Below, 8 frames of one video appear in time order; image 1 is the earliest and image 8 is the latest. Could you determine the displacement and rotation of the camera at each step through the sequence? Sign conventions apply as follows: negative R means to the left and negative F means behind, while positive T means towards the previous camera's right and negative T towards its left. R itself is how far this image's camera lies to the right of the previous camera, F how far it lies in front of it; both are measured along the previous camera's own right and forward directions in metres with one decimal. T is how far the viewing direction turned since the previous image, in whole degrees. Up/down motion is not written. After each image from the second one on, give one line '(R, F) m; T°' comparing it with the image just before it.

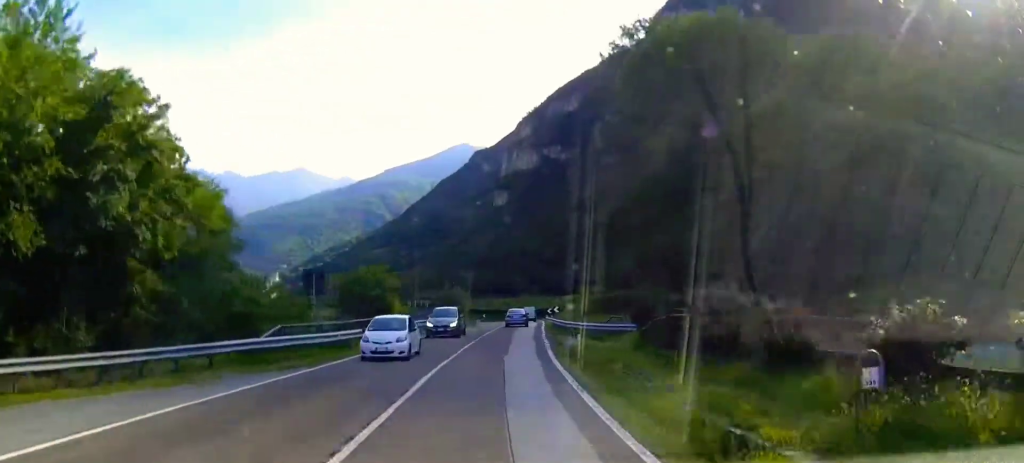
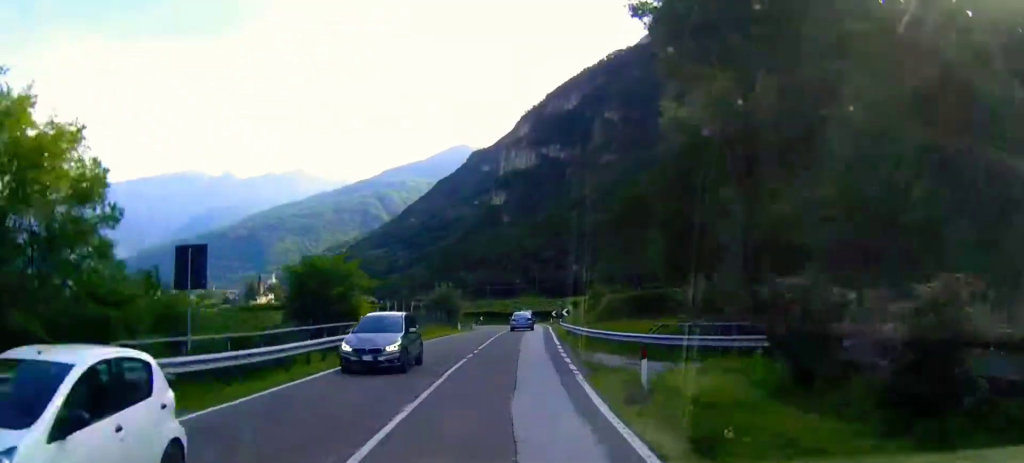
(+0.1, +11.0) m; +1°
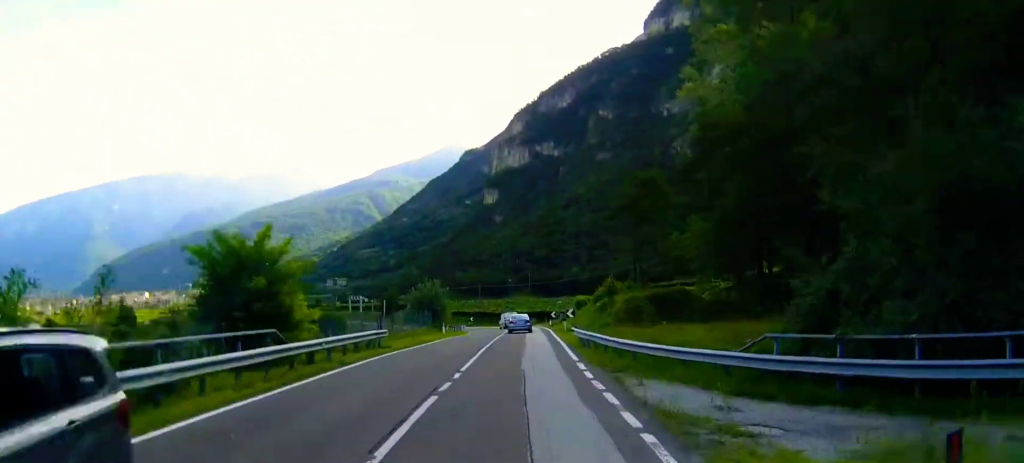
(0.0, +10.3) m; +1°
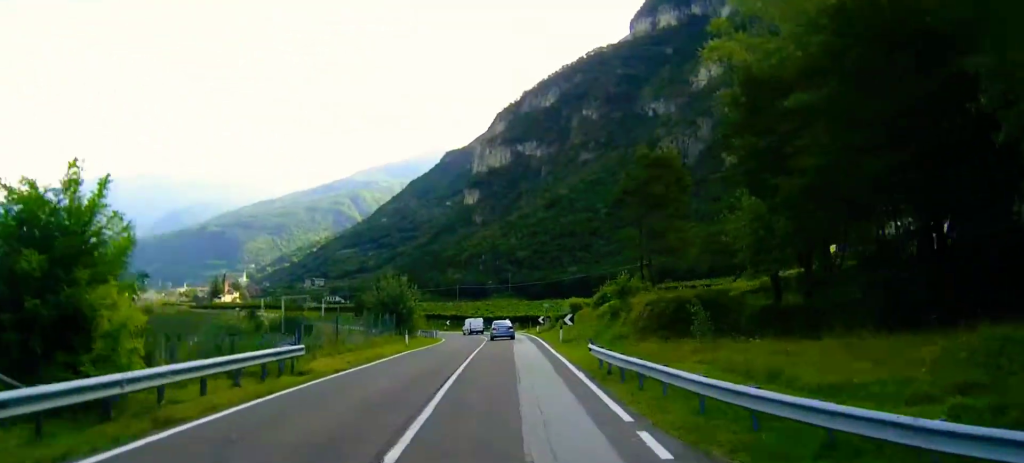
(+0.2, +11.6) m; +1°
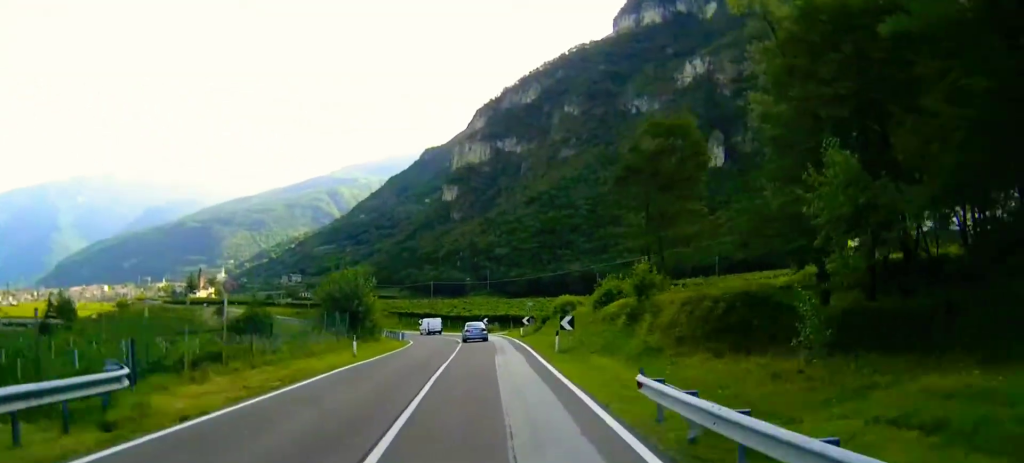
(0.0, +10.2) m; +1°
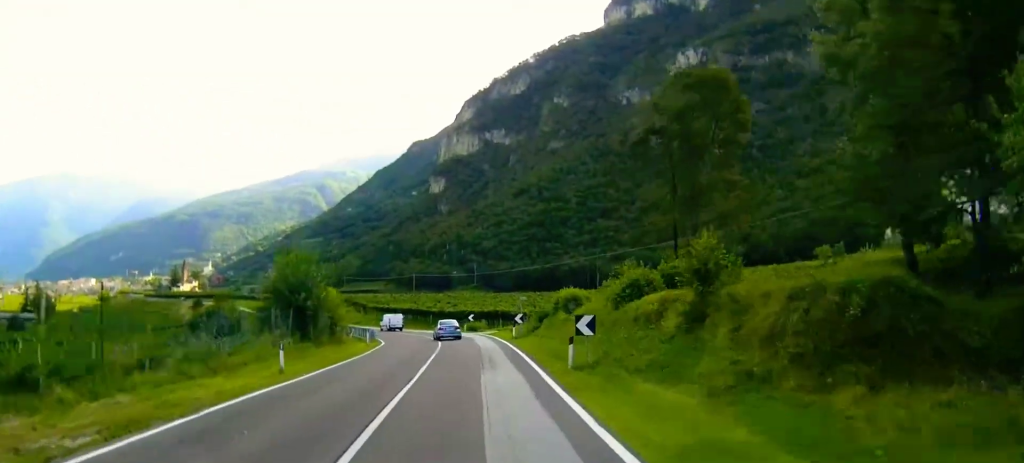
(+0.2, +10.0) m; 0°
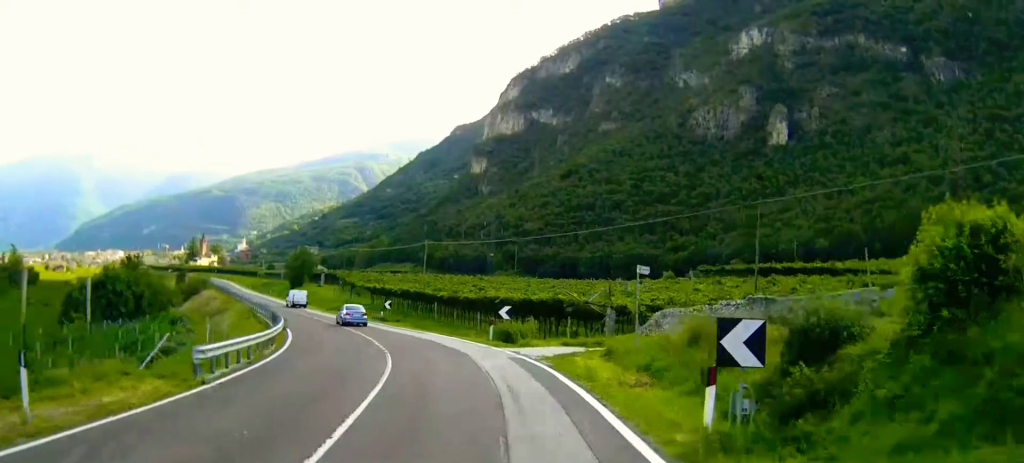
(-0.1, +39.1) m; -2°
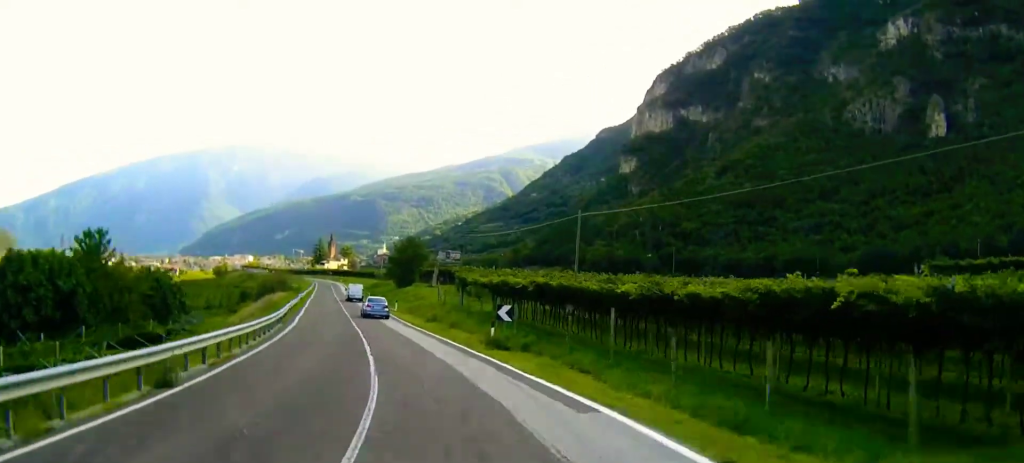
(-2.0, +30.1) m; -11°
